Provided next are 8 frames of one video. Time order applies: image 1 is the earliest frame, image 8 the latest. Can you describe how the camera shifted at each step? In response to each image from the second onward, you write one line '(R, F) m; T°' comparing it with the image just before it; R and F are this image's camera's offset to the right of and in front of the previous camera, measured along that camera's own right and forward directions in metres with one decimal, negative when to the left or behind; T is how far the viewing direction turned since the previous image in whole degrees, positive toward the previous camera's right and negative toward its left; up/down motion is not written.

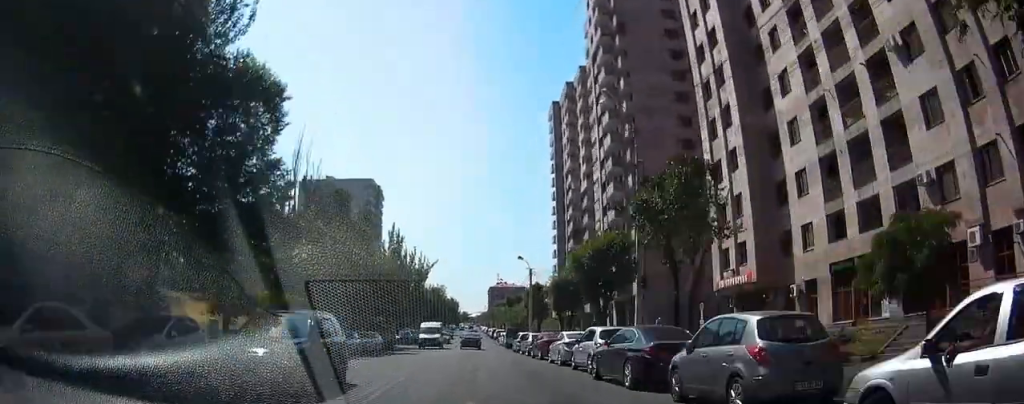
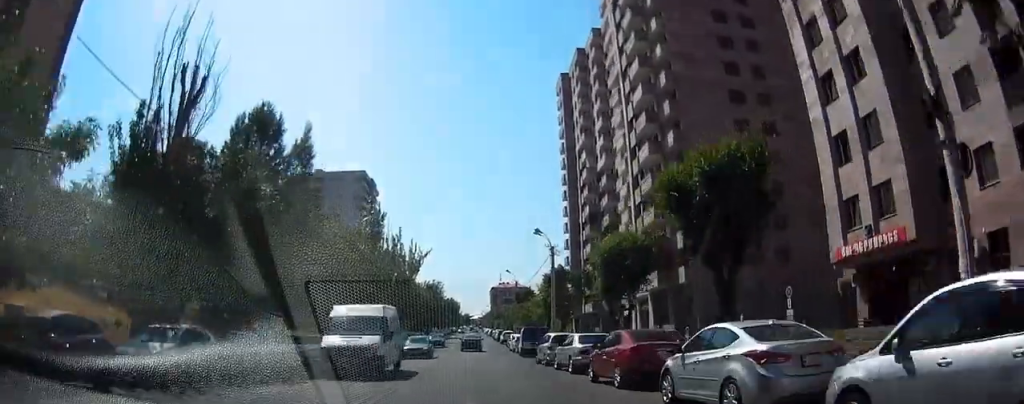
(-0.2, +15.7) m; -1°
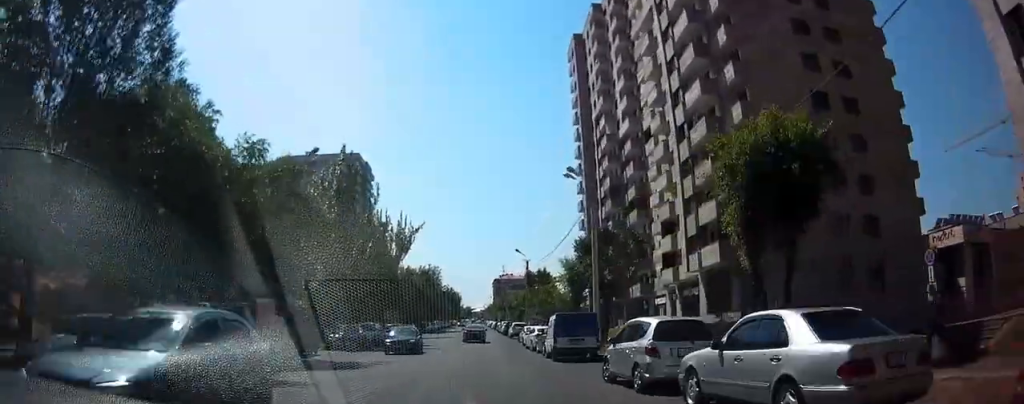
(0.0, +14.4) m; -1°
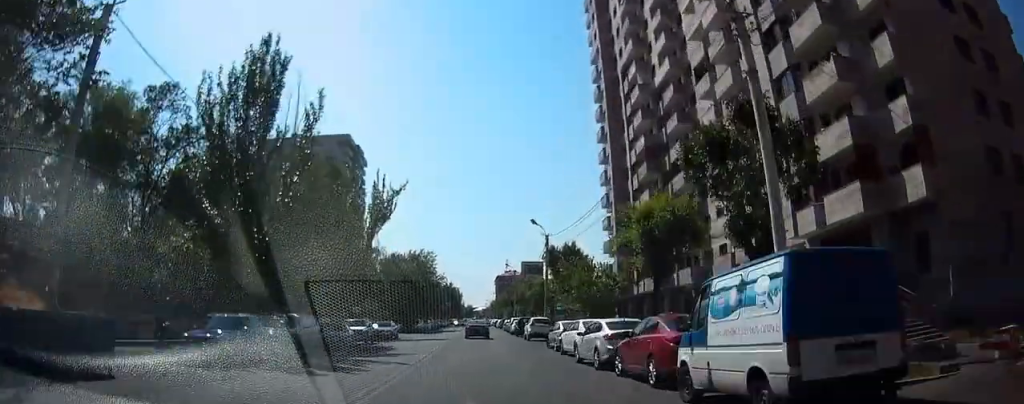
(-0.3, +17.5) m; -1°
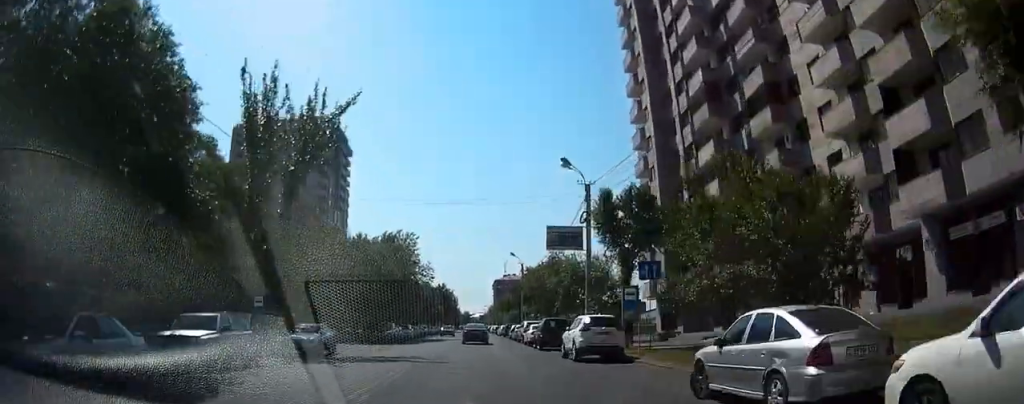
(+0.3, +20.5) m; +2°
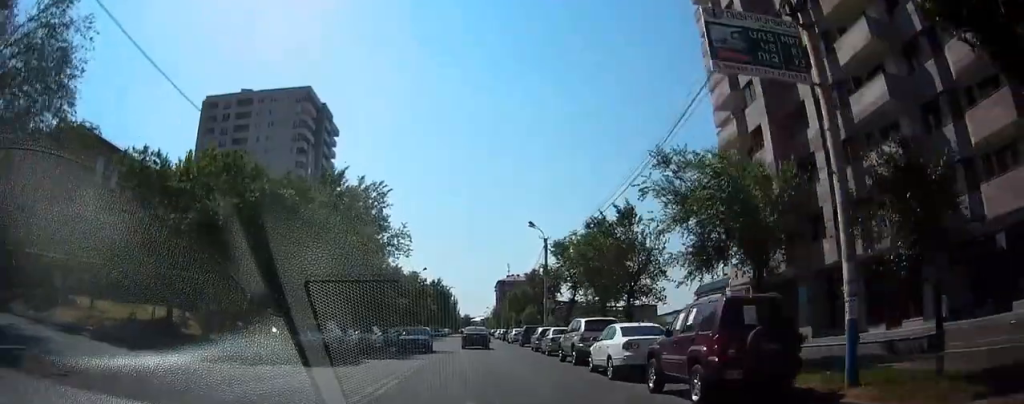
(+0.4, +24.2) m; +1°
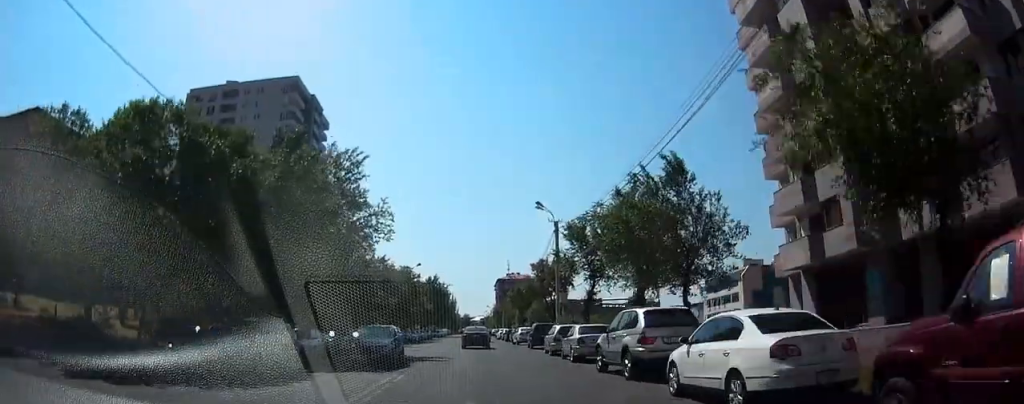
(0.0, +8.2) m; 0°
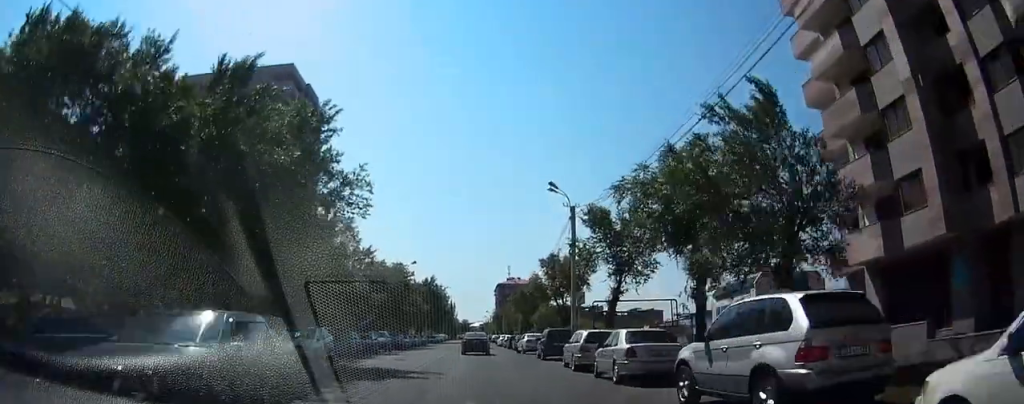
(0.0, +7.6) m; 0°
